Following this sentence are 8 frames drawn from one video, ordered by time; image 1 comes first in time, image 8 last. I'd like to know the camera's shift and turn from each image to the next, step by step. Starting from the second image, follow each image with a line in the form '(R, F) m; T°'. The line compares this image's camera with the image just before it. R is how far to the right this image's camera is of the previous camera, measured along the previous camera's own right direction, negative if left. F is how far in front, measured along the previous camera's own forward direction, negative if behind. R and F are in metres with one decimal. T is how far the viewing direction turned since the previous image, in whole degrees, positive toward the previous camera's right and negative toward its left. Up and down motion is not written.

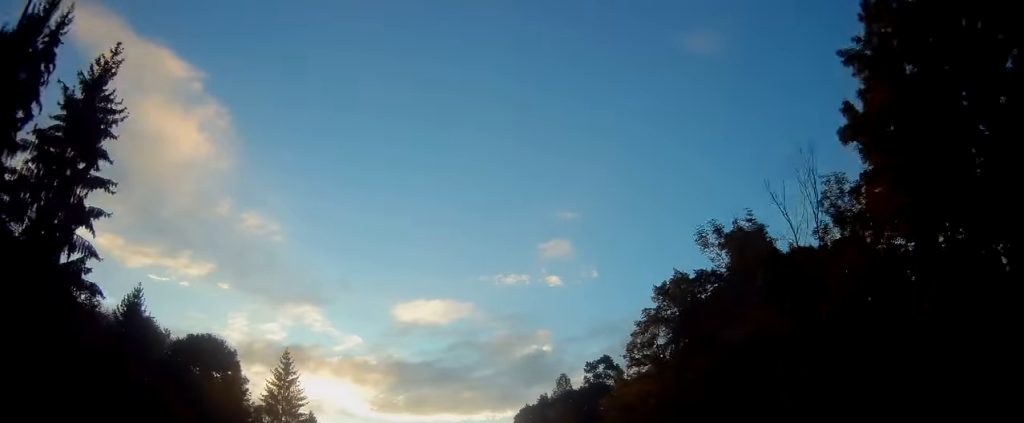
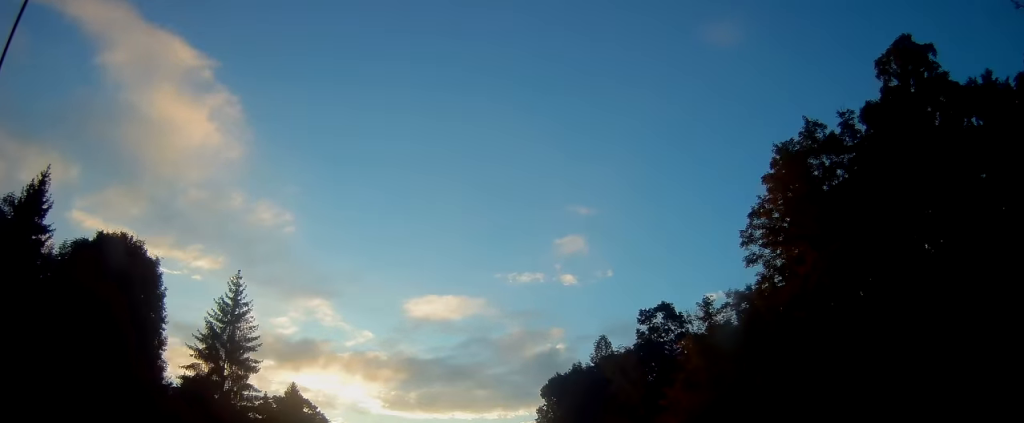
(0.0, +21.8) m; -1°
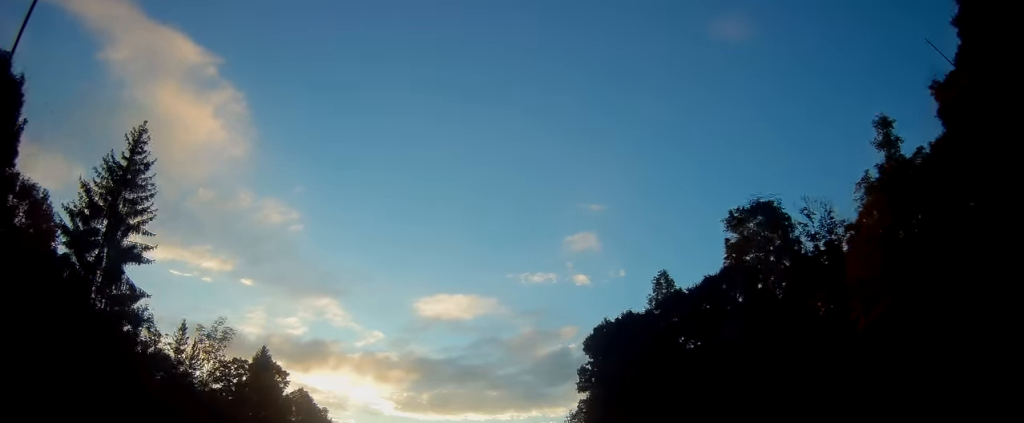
(-0.3, +22.6) m; -2°
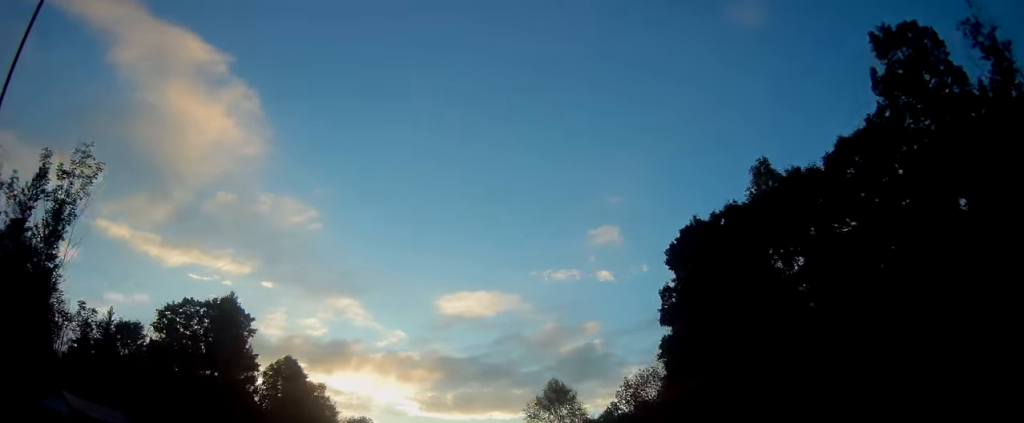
(-0.5, +20.8) m; -2°
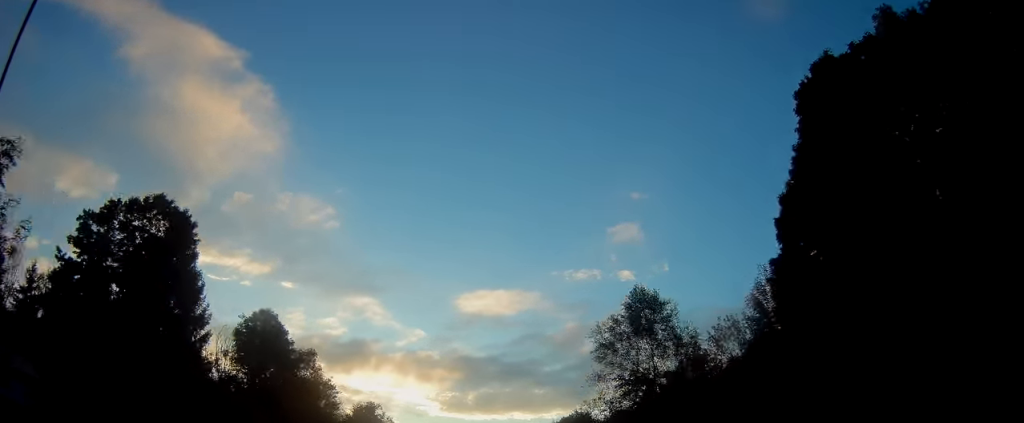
(-0.4, +18.1) m; -1°
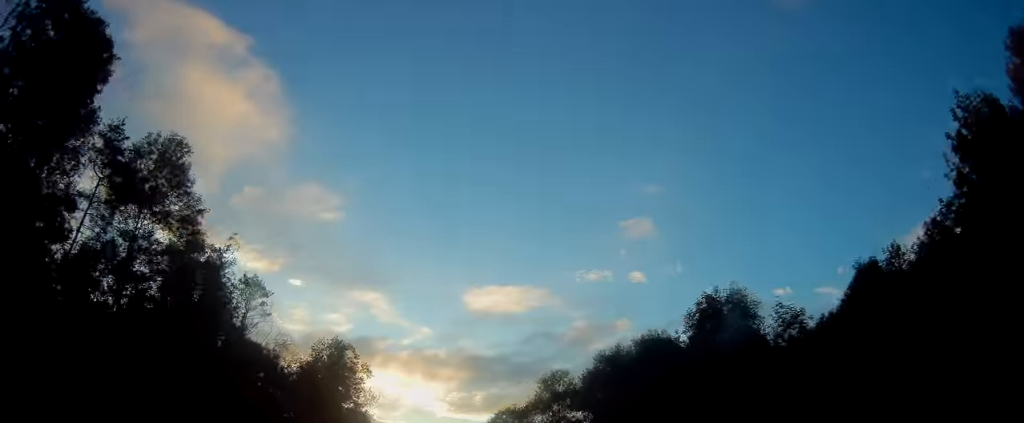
(-0.6, +42.8) m; -2°
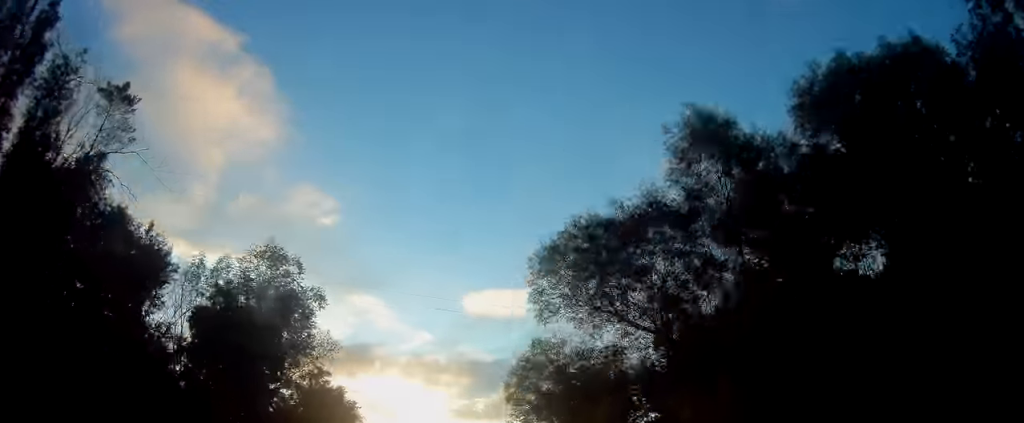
(-0.1, +30.8) m; 0°
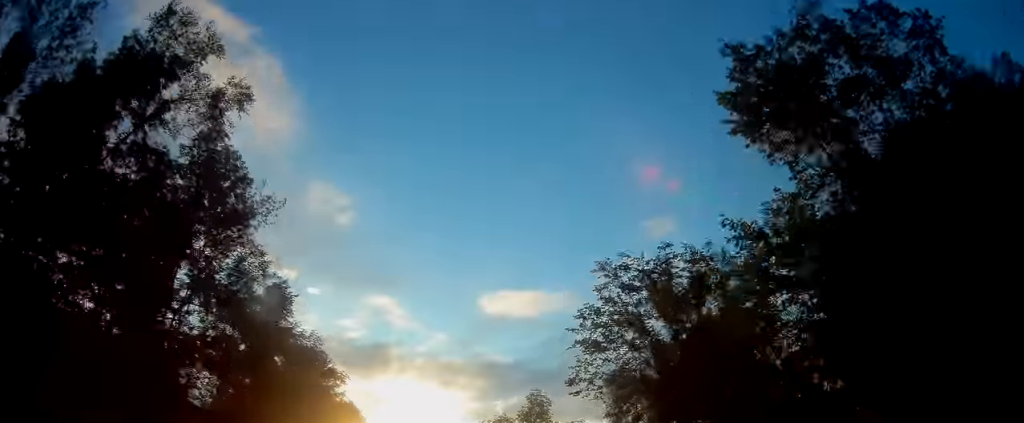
(-0.2, +29.2) m; -1°
